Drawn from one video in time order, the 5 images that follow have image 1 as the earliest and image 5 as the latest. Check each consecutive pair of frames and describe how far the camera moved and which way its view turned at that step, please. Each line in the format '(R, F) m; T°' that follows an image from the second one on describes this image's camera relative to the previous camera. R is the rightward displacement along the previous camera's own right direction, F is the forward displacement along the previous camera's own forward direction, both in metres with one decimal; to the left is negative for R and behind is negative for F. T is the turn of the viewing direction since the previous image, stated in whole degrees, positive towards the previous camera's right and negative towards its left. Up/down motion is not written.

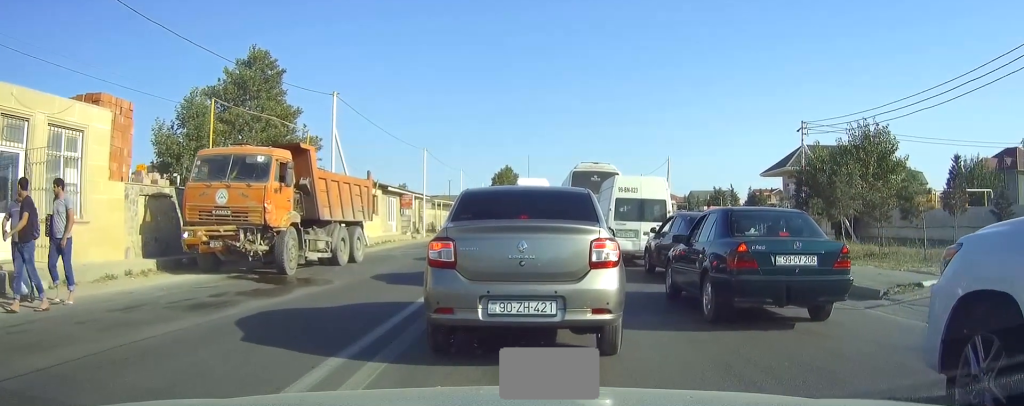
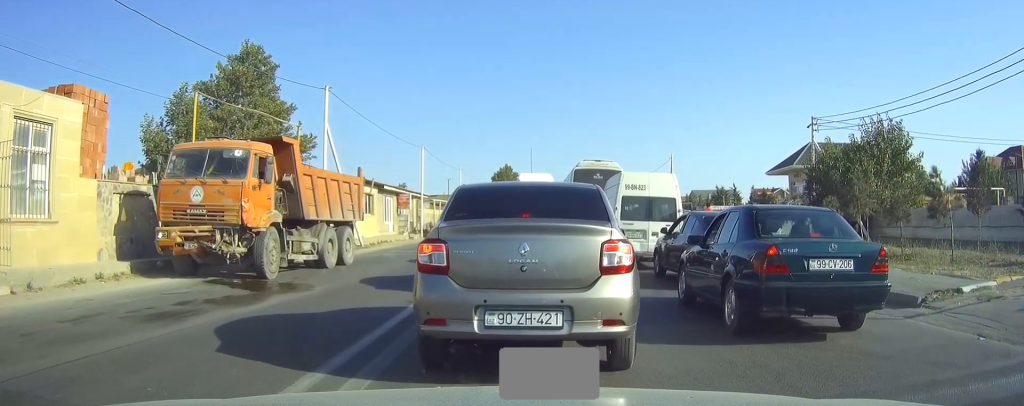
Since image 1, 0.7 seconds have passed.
(0.0, +1.1) m; +3°
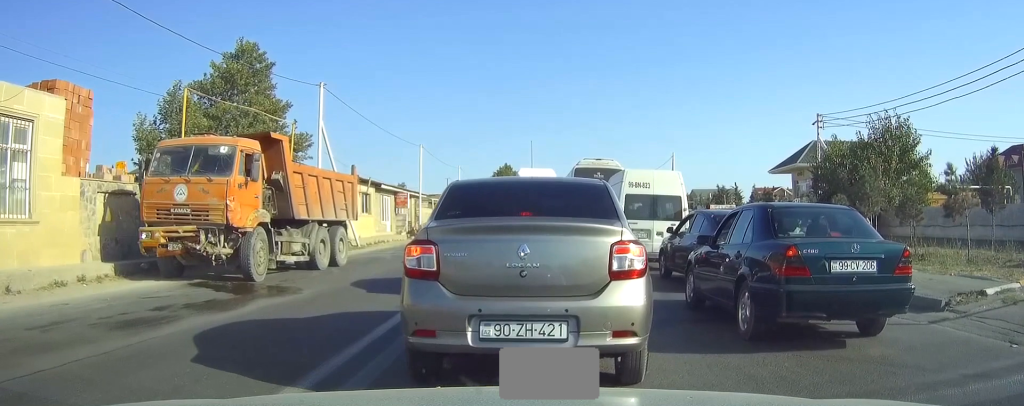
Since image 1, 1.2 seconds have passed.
(+0.1, +0.6) m; 0°
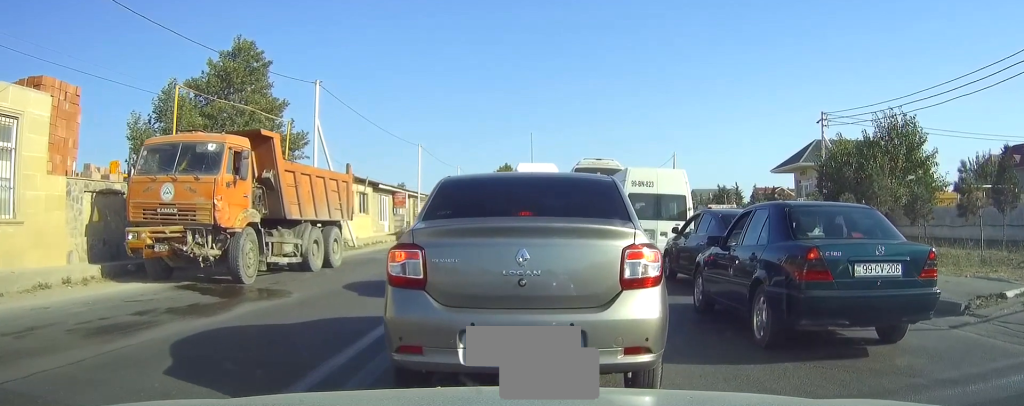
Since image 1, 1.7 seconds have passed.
(0.0, +0.5) m; 0°
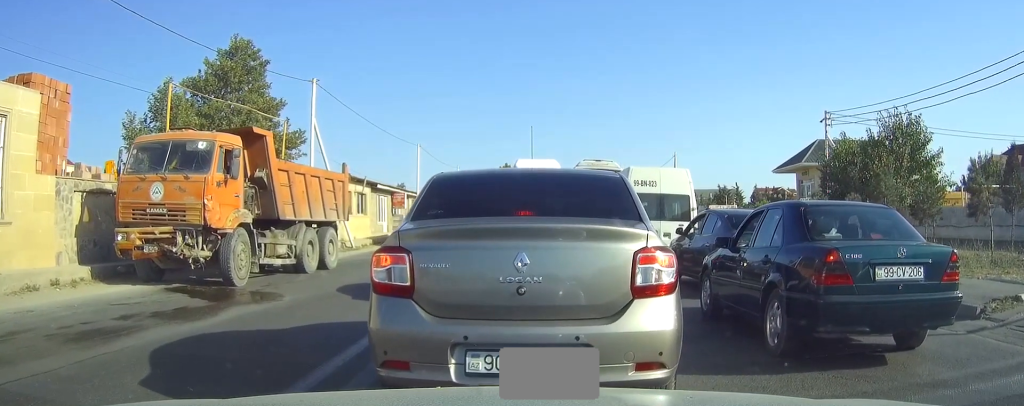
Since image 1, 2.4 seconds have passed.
(-0.2, +0.3) m; 0°
